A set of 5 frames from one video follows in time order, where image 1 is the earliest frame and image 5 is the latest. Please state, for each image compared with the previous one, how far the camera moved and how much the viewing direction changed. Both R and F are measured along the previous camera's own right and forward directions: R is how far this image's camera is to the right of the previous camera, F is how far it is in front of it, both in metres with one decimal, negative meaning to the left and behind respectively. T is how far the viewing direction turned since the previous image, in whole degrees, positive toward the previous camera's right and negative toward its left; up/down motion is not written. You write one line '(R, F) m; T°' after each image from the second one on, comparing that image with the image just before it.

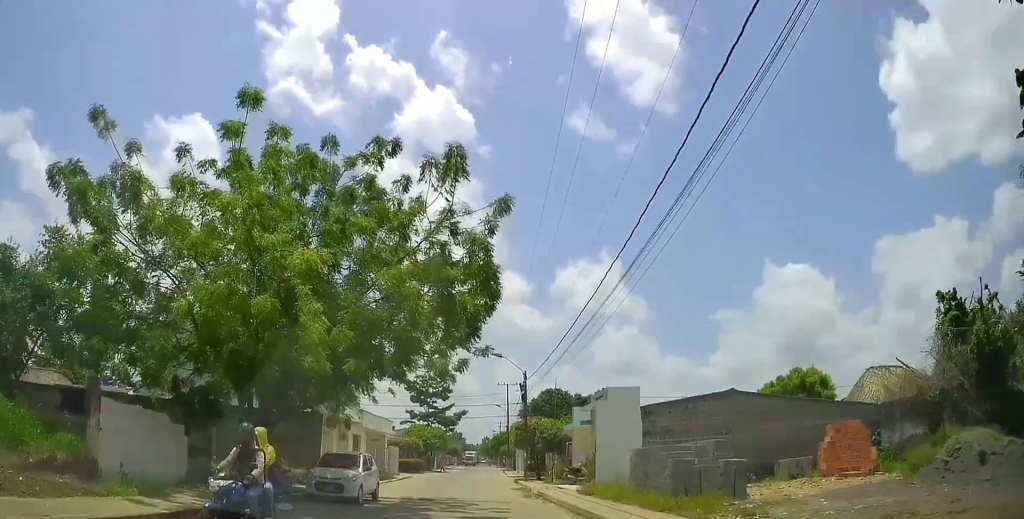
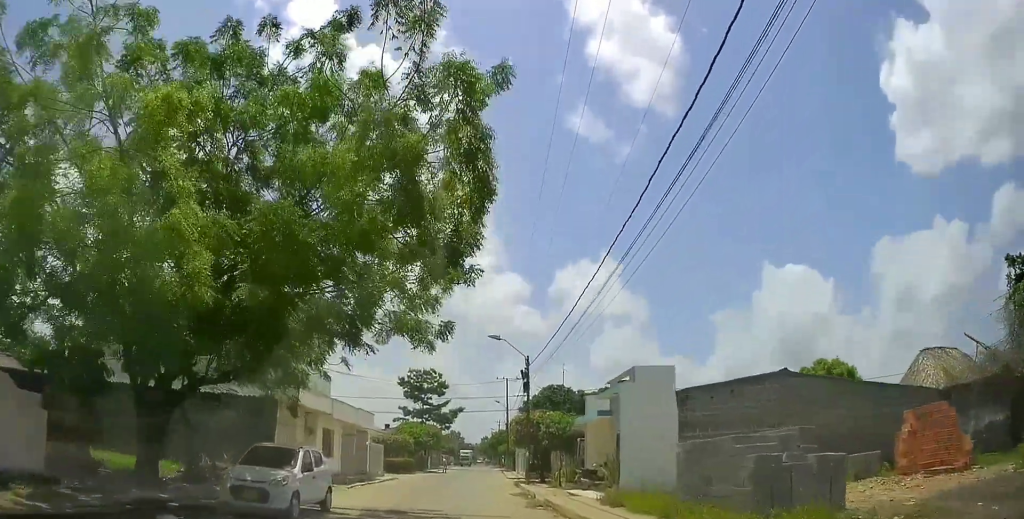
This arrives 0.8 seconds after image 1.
(+0.2, +5.1) m; +6°
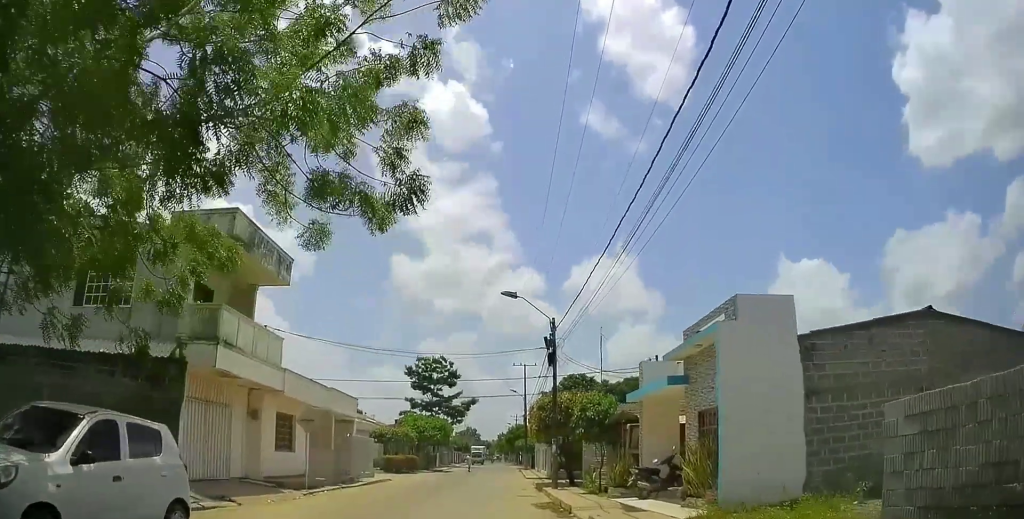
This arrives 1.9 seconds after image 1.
(+0.4, +7.1) m; -2°
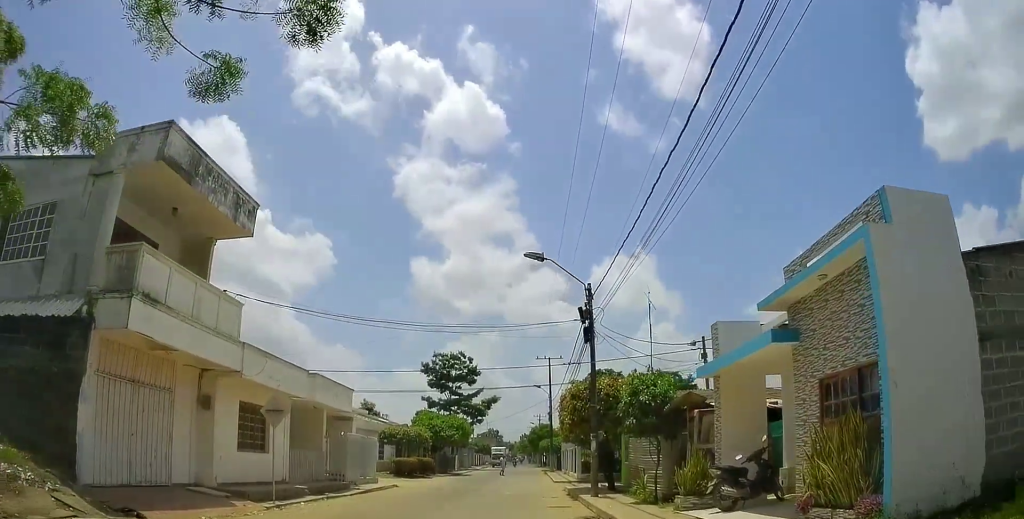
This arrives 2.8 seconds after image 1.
(-0.4, +5.7) m; -6°
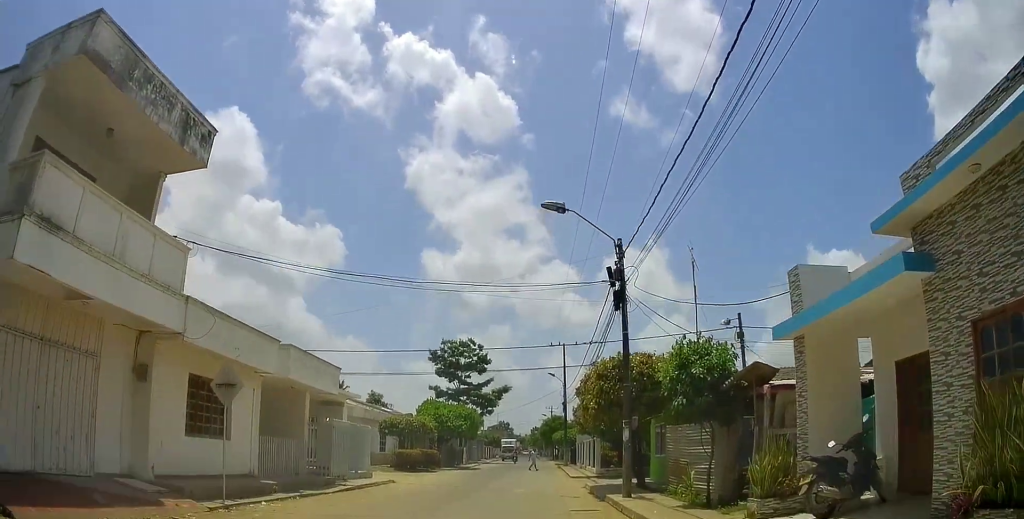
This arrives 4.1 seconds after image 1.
(-0.2, +5.0) m; +1°
